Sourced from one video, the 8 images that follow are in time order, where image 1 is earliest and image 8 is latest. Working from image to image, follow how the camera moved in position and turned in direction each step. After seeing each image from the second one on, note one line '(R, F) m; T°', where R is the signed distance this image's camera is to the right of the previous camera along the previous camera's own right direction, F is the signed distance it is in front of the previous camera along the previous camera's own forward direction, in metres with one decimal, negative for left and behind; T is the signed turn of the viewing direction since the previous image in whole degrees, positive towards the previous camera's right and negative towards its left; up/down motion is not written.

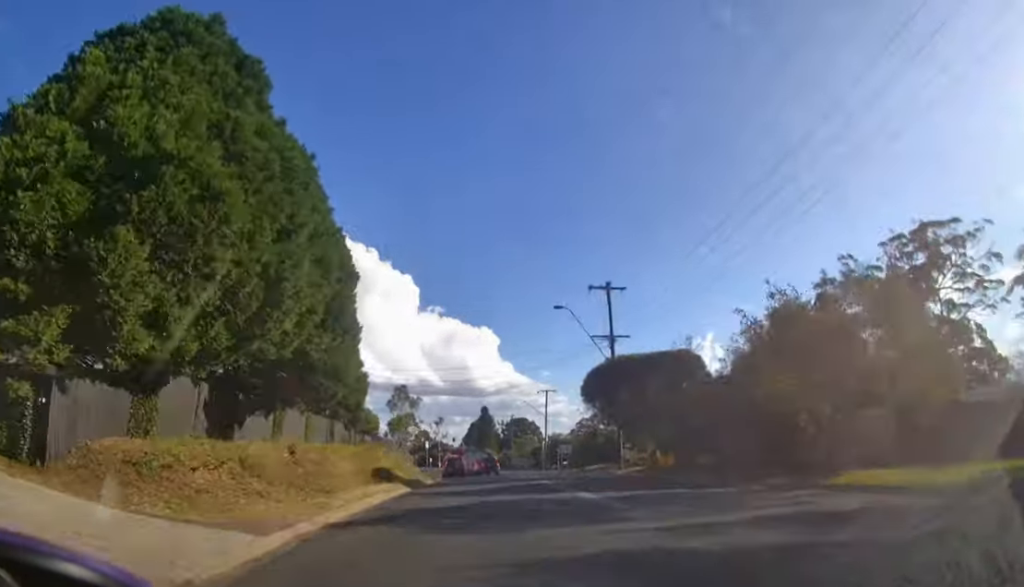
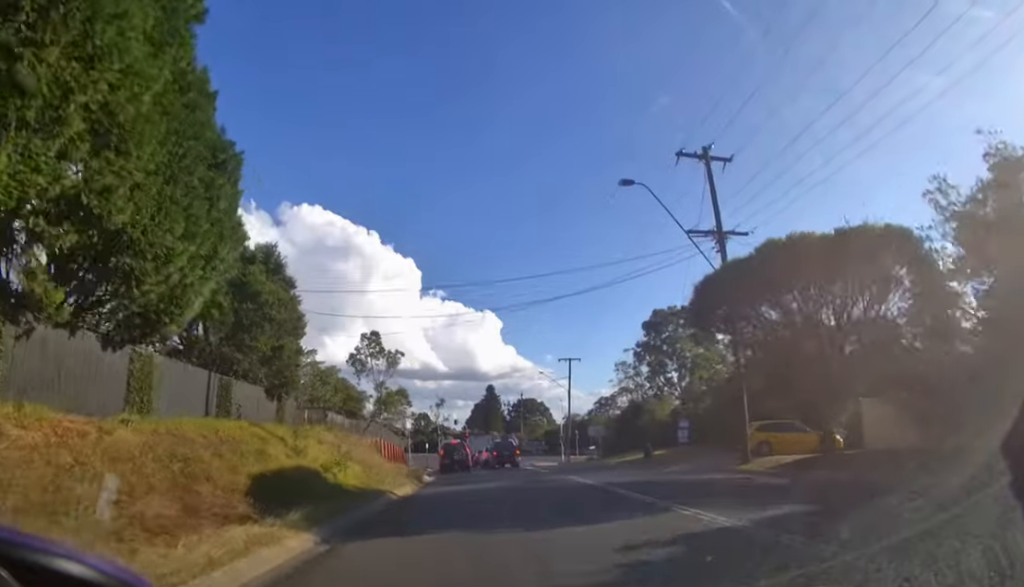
(-0.2, +12.8) m; -2°
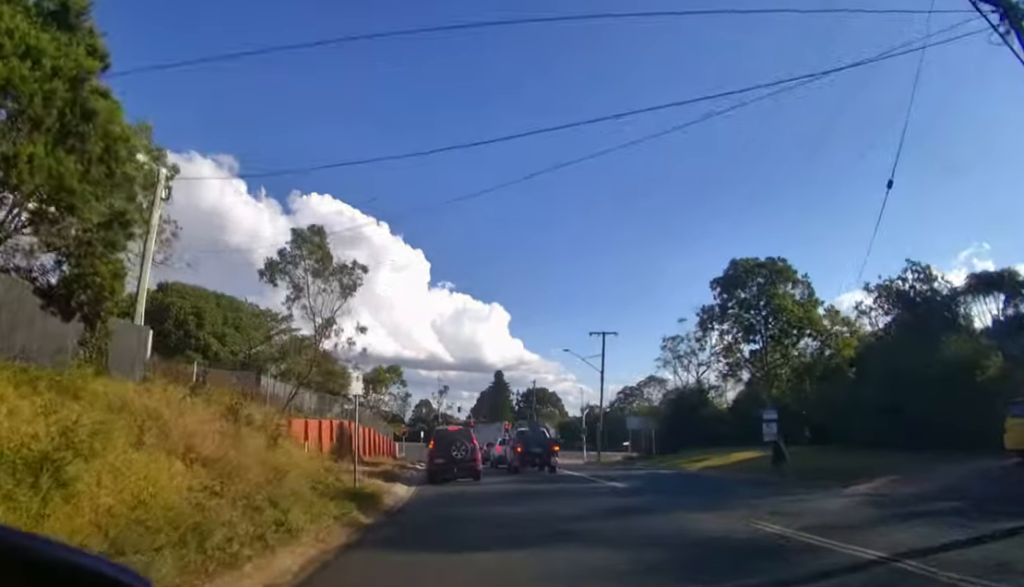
(-0.1, +11.3) m; 0°
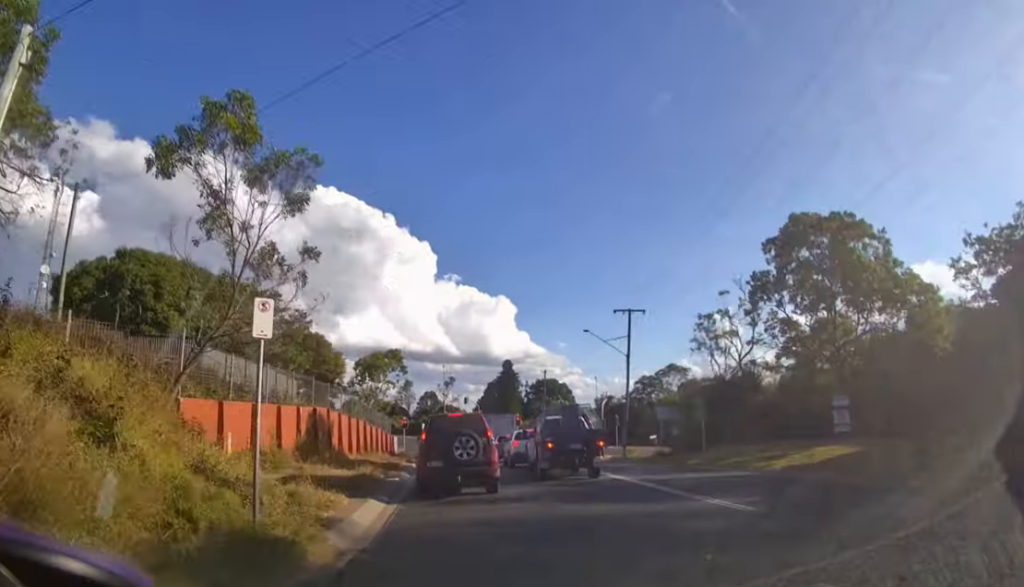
(0.0, +5.8) m; -3°
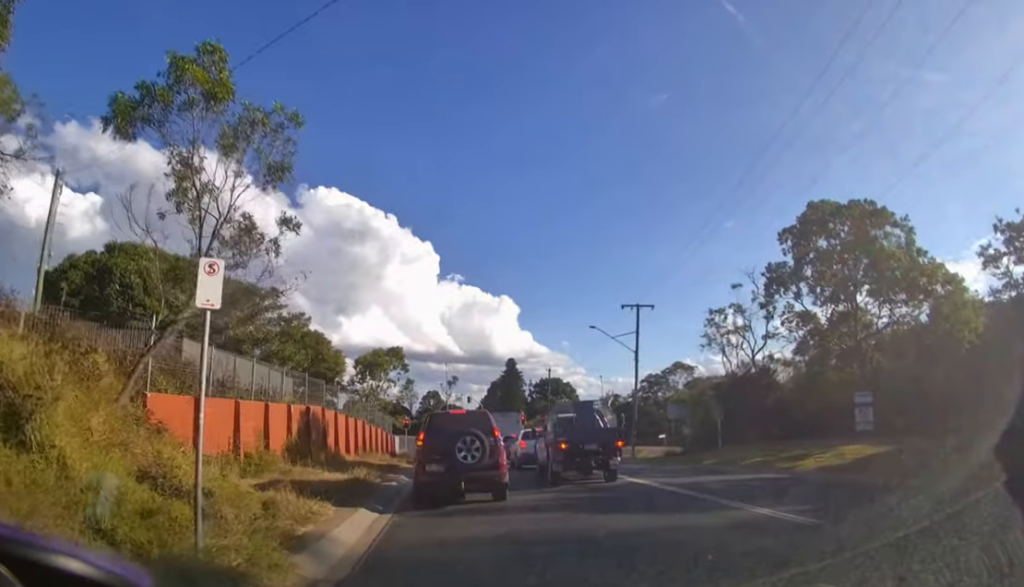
(0.0, +1.4) m; -2°
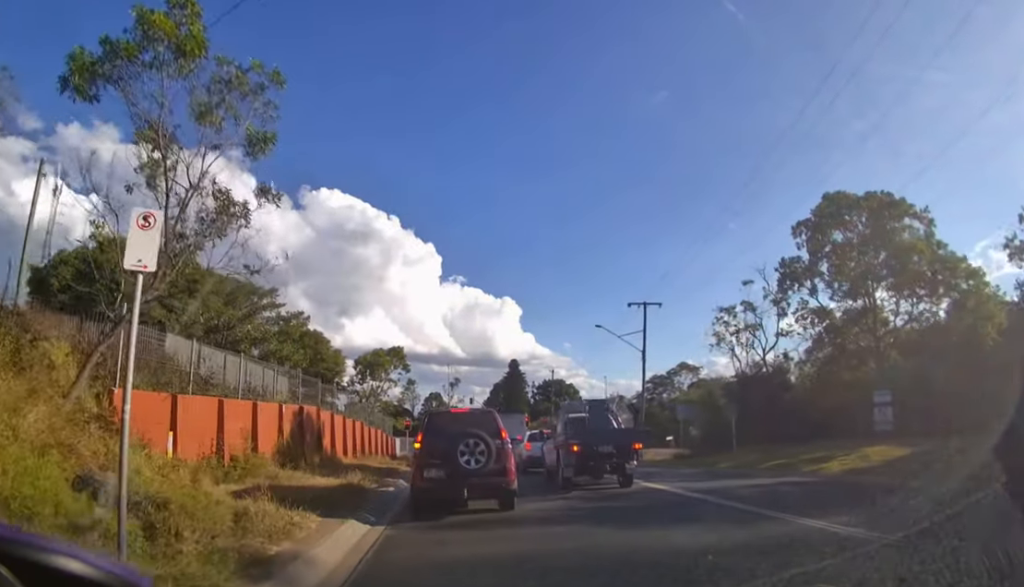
(0.0, +1.2) m; -1°
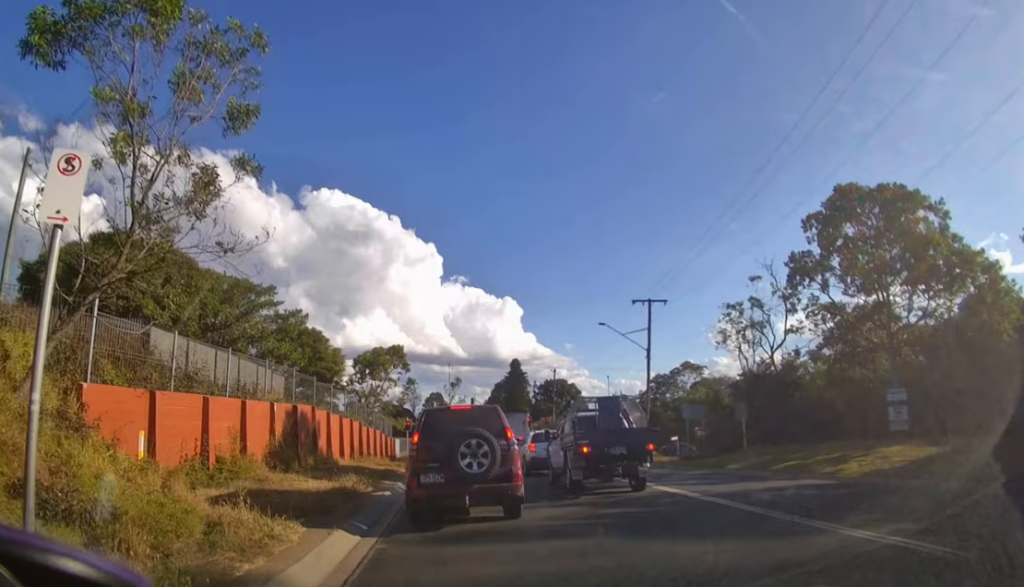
(-0.1, +0.9) m; 0°
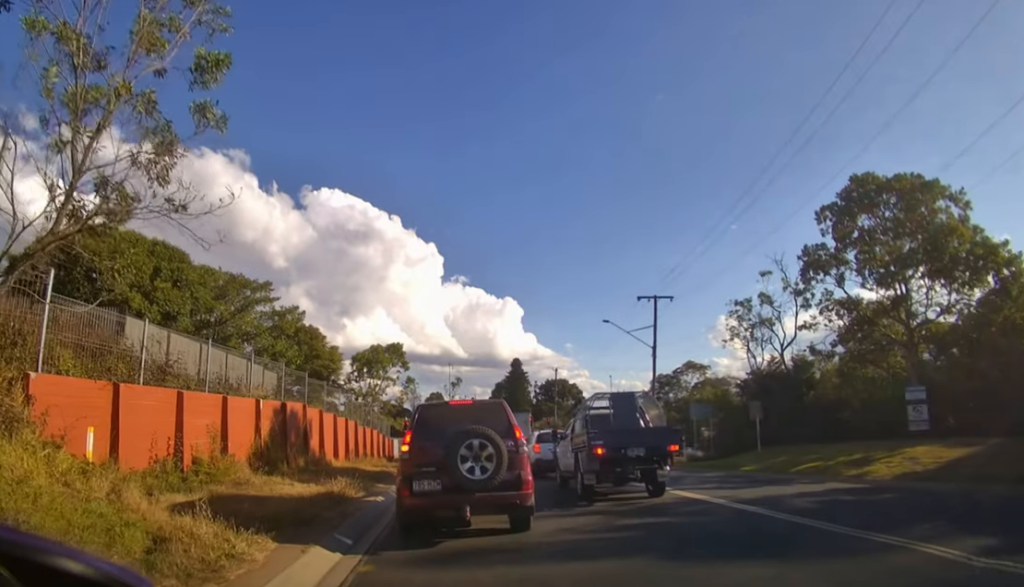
(-0.1, +1.0) m; 0°
